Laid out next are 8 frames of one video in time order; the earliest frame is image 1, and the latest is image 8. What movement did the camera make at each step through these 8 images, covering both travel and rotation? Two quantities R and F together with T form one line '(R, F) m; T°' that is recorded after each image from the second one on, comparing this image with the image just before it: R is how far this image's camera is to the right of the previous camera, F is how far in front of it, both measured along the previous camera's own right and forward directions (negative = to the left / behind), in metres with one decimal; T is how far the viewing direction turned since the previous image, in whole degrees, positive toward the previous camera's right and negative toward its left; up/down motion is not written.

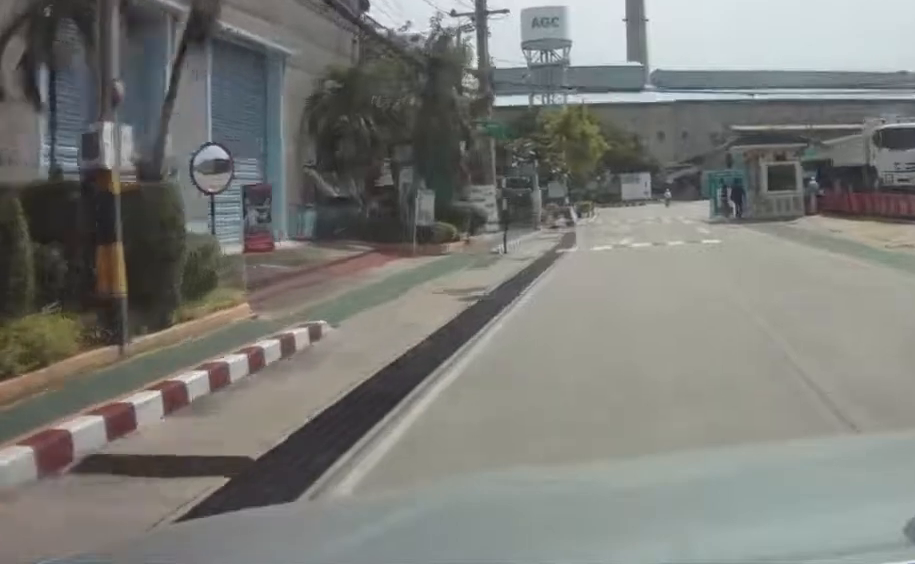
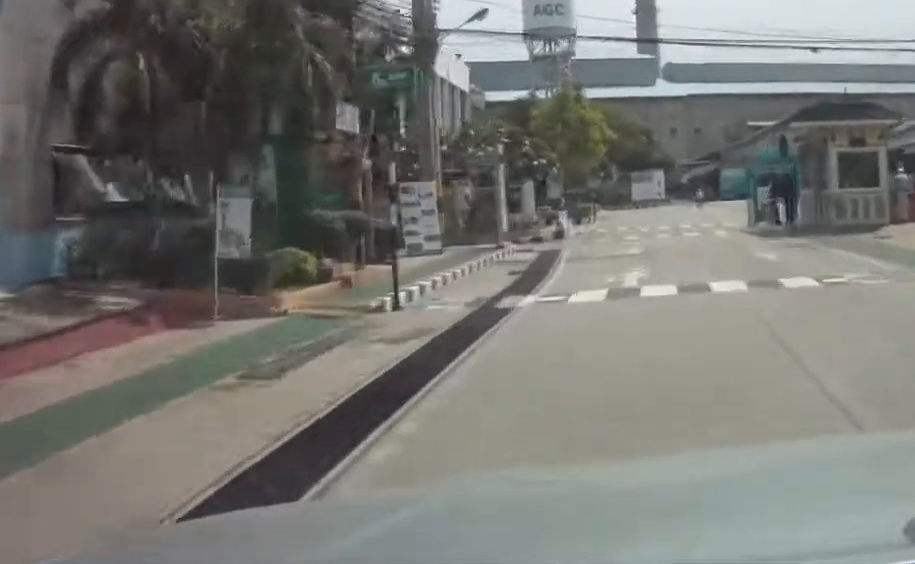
(-0.2, +12.6) m; -2°
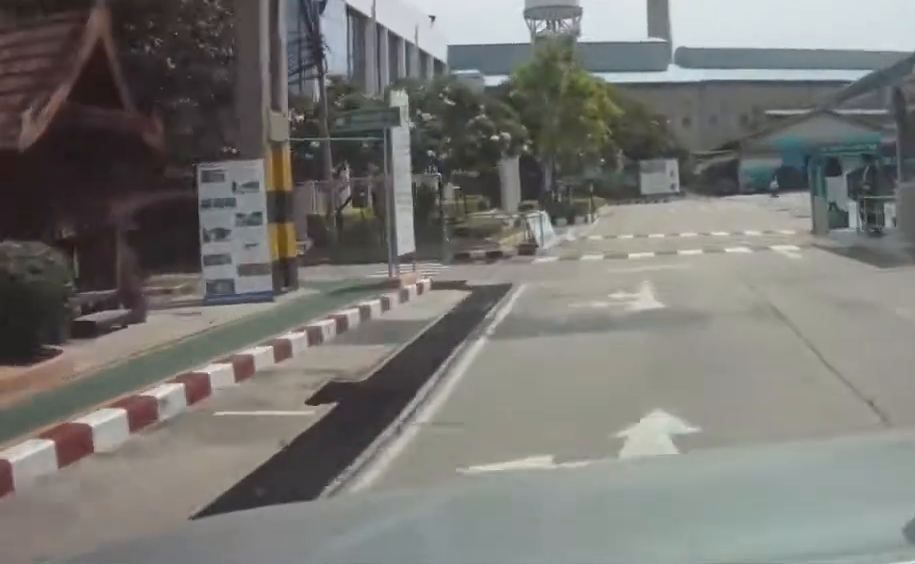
(-0.1, +12.7) m; -2°
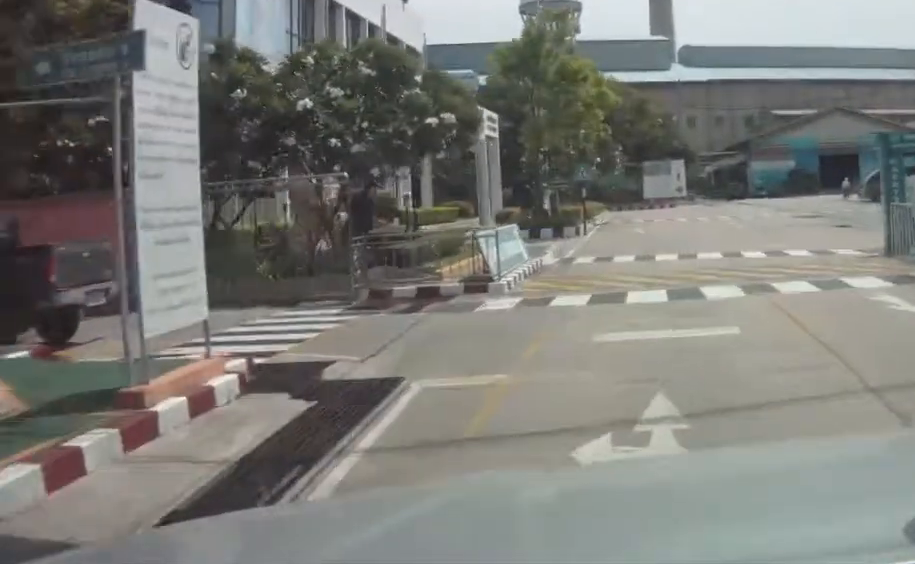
(-0.4, +9.3) m; +1°
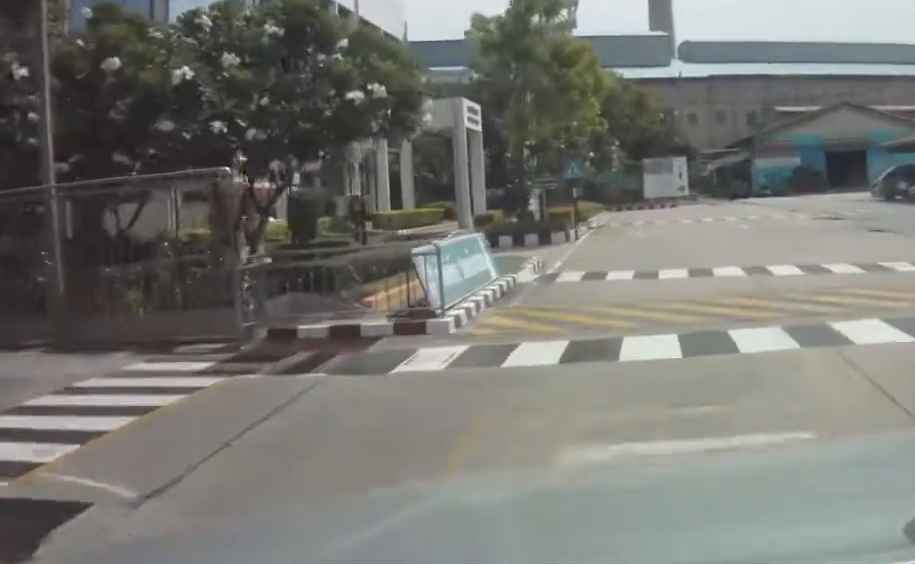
(+0.3, +4.8) m; +4°
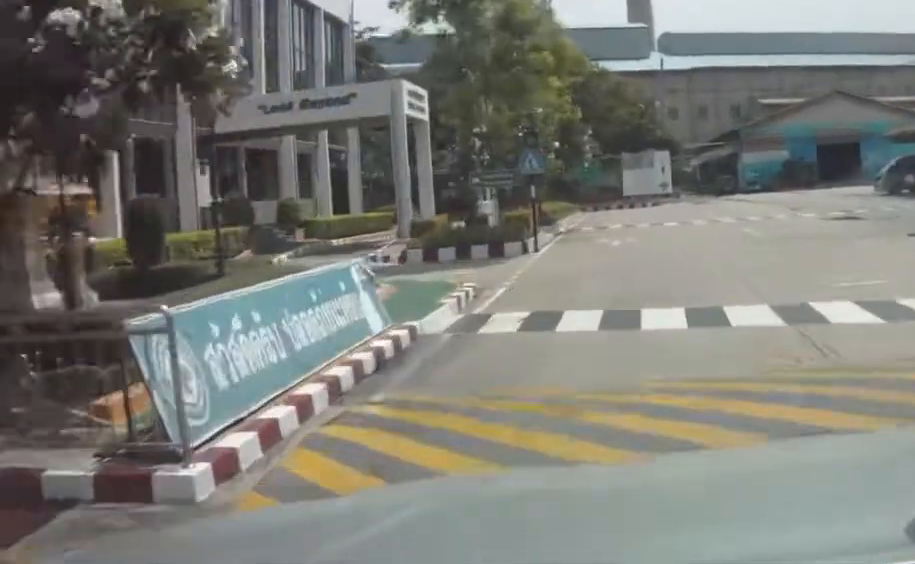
(+0.3, +6.3) m; +3°
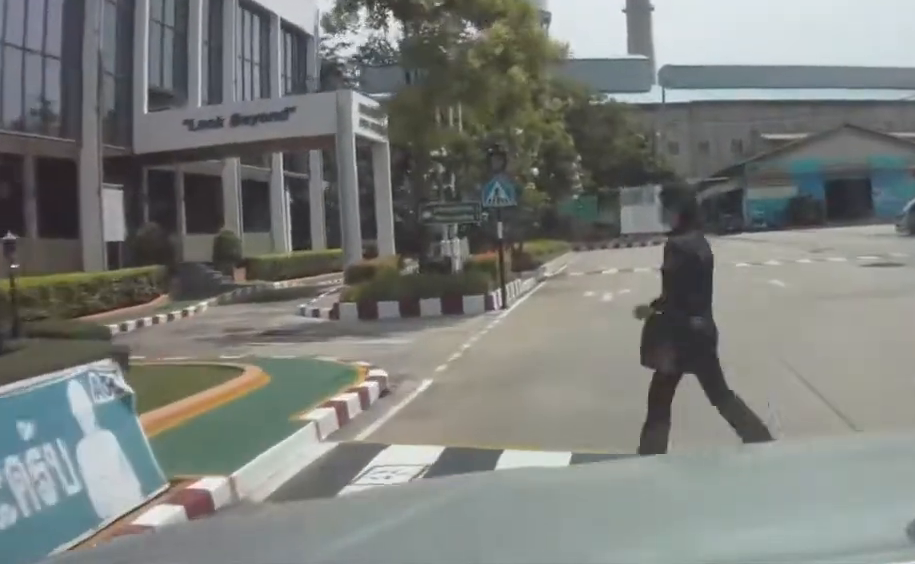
(+0.2, +7.0) m; -1°
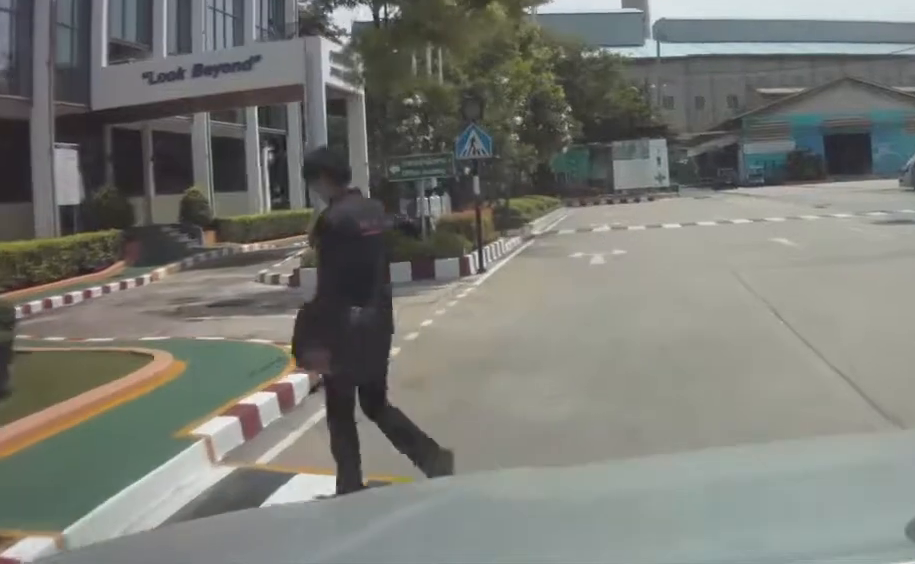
(0.0, +3.4) m; -2°
